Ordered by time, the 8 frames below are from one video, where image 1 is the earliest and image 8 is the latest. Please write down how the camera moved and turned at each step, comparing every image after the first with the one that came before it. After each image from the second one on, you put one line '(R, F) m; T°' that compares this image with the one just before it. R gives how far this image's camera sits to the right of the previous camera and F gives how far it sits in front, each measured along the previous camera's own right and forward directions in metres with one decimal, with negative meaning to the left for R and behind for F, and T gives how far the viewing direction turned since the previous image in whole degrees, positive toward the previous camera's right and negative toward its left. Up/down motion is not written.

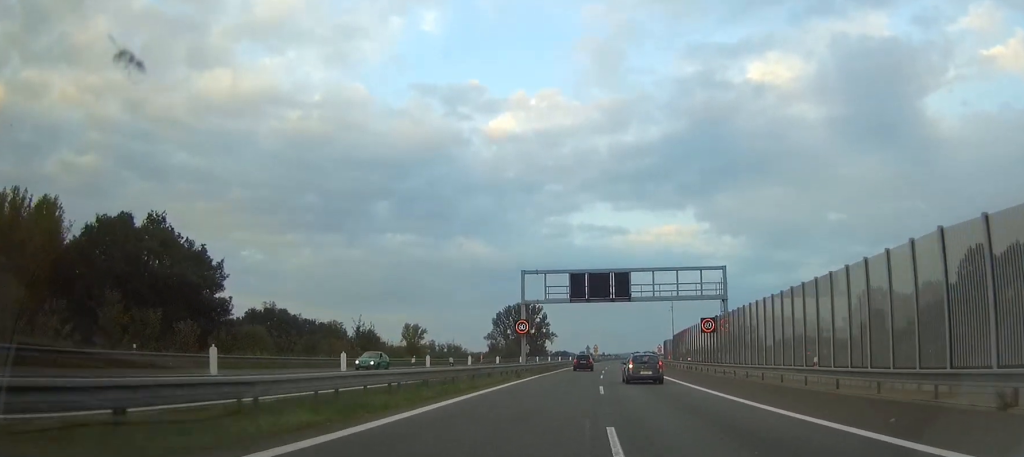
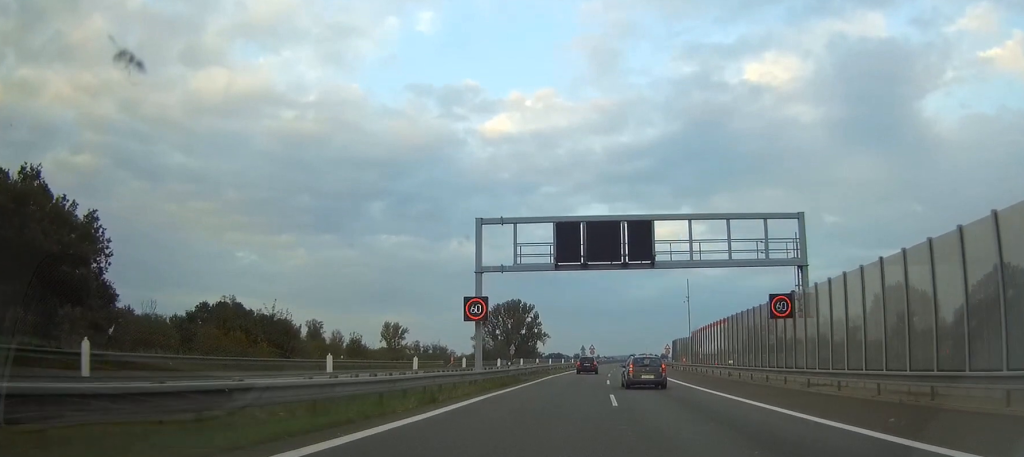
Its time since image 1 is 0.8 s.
(+0.4, +23.9) m; +1°
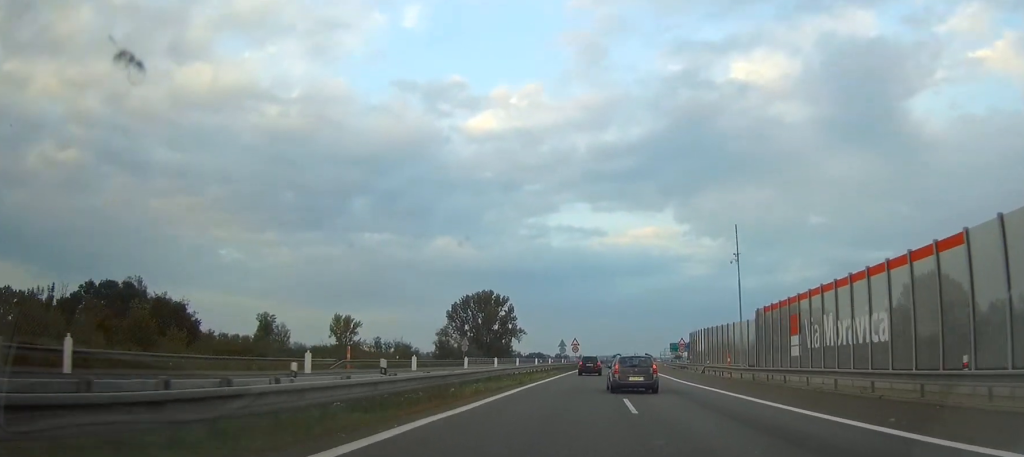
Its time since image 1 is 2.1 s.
(+0.1, +38.6) m; 0°
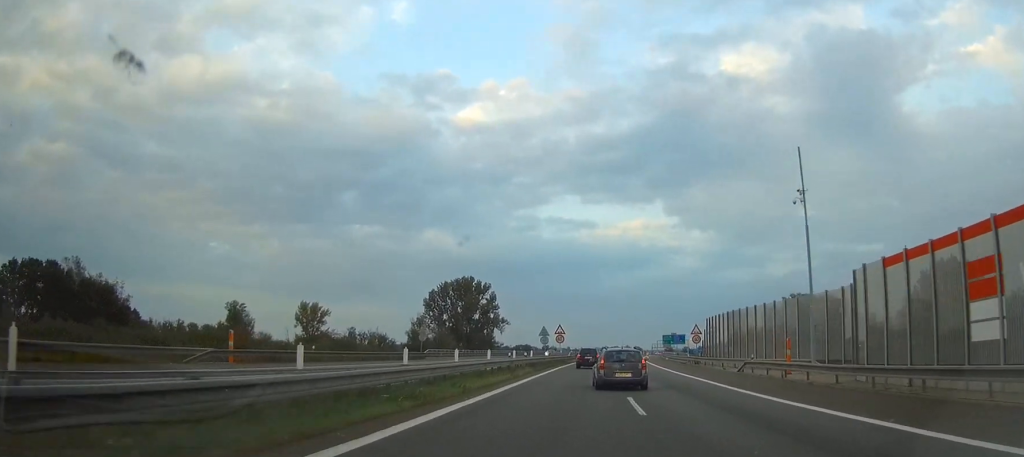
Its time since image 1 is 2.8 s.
(0.0, +19.5) m; 0°
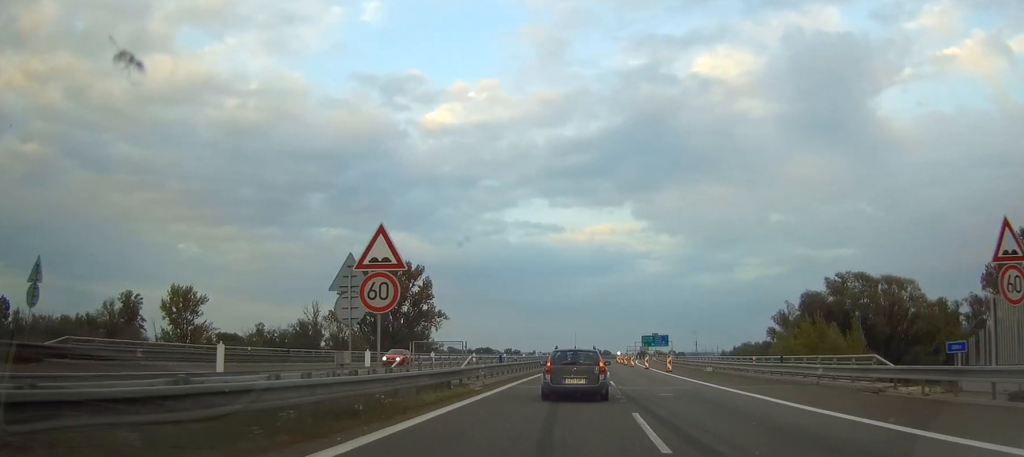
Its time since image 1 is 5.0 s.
(0.0, +57.2) m; 0°
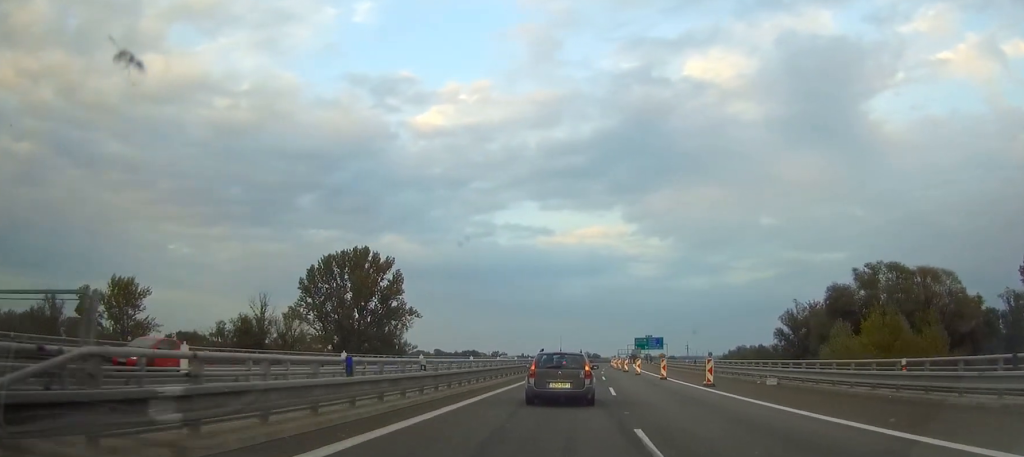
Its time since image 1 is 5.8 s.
(0.0, +20.7) m; 0°
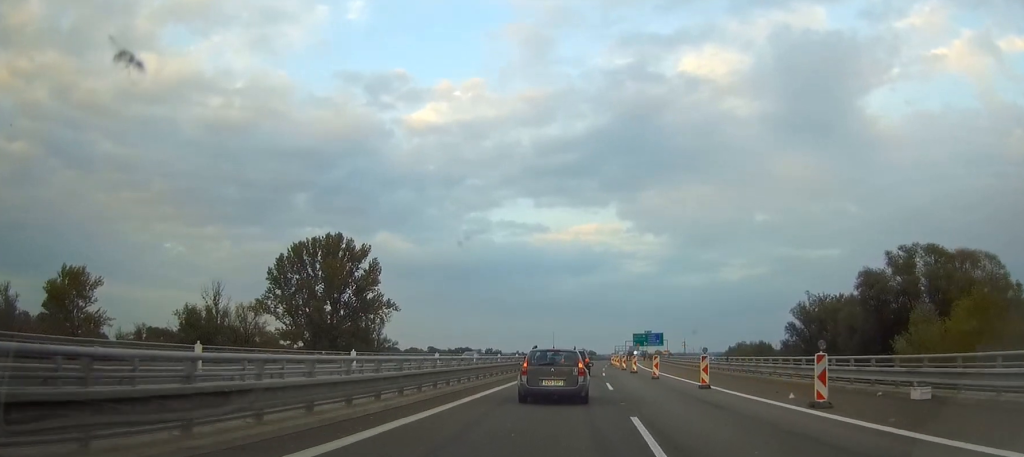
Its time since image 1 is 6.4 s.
(0.0, +16.1) m; 0°
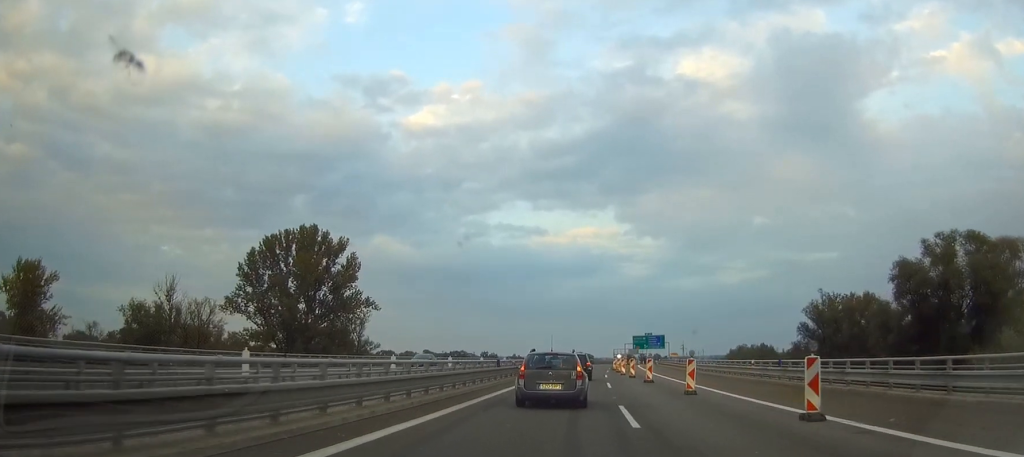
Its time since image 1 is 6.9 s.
(0.0, +13.4) m; 0°
